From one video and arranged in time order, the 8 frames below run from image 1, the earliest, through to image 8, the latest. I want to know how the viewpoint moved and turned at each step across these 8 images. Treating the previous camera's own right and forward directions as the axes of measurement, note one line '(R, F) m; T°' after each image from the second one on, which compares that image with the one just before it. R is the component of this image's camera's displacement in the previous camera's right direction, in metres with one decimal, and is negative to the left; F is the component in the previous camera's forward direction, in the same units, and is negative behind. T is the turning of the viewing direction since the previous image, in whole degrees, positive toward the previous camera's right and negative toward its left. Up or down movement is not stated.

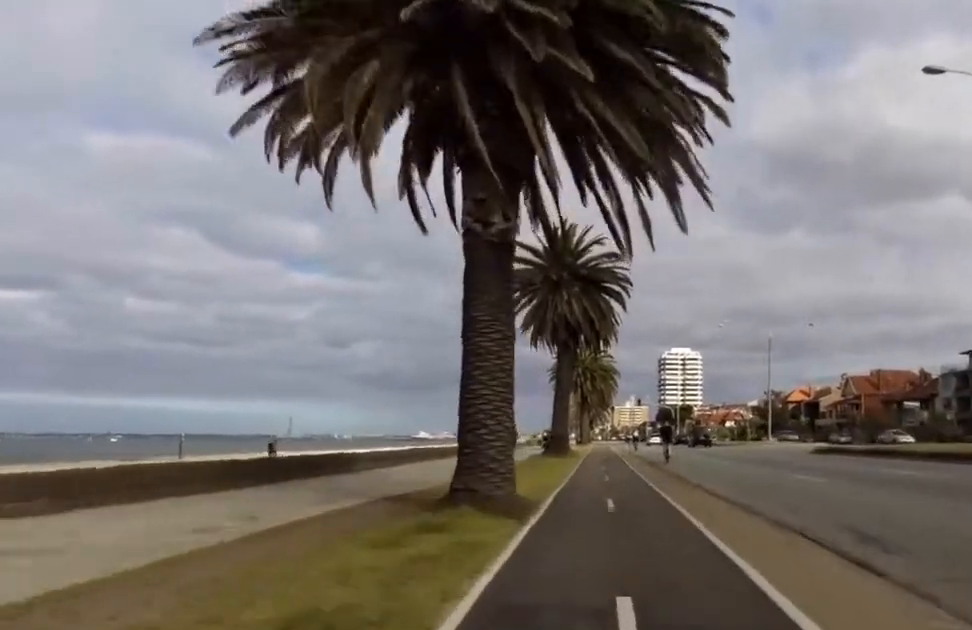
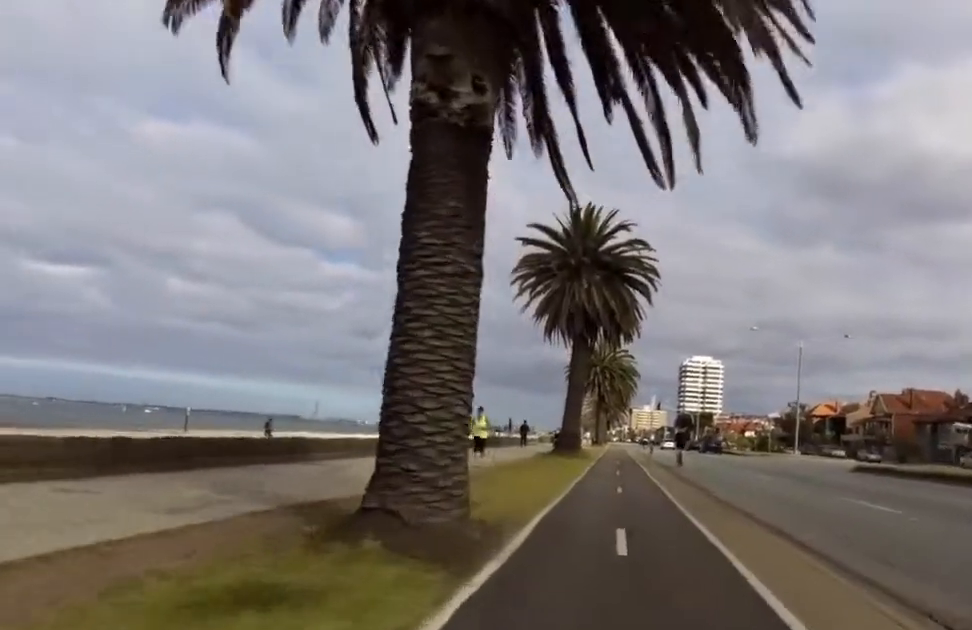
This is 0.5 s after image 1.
(0.0, +4.0) m; -1°
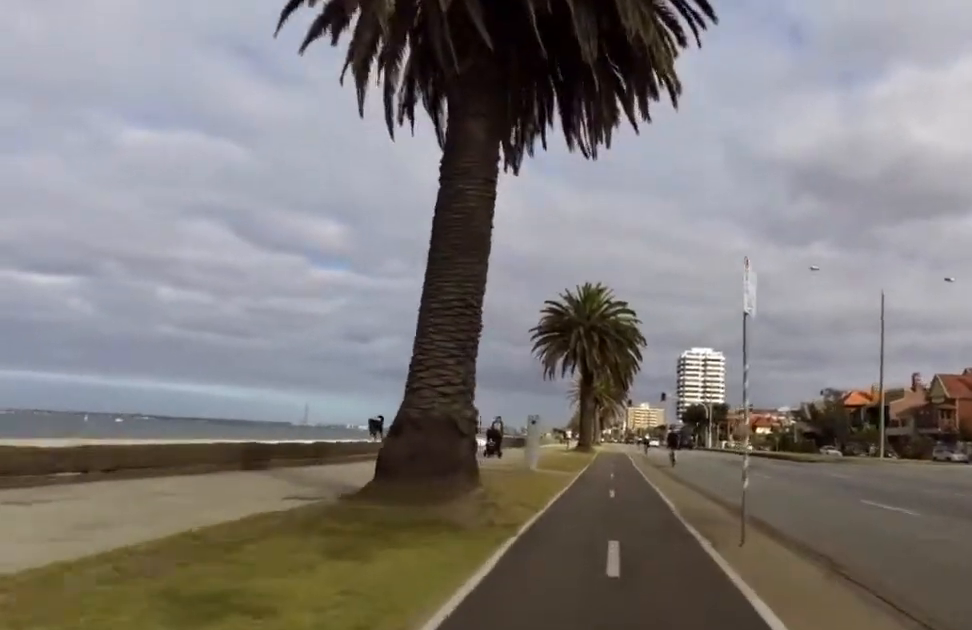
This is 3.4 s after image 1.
(+1.2, +25.8) m; +6°
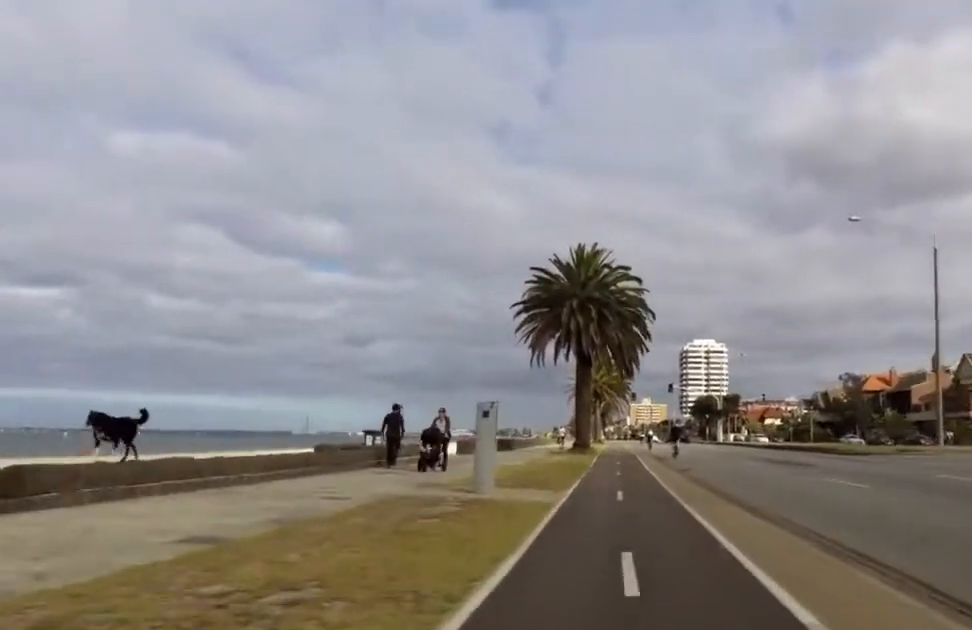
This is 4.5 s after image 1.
(-0.3, +8.9) m; -6°
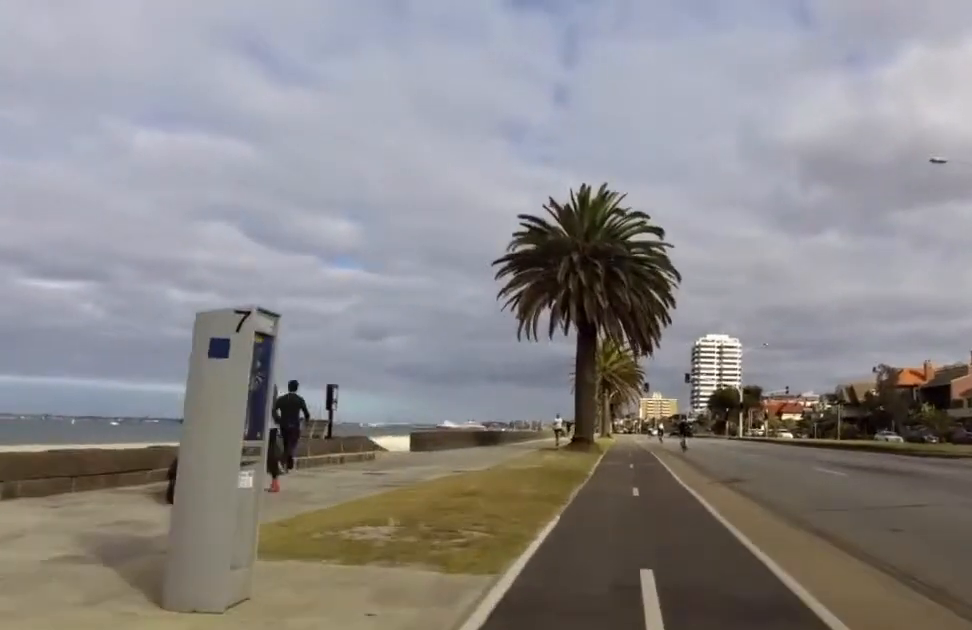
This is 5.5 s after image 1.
(-0.5, +8.9) m; +1°
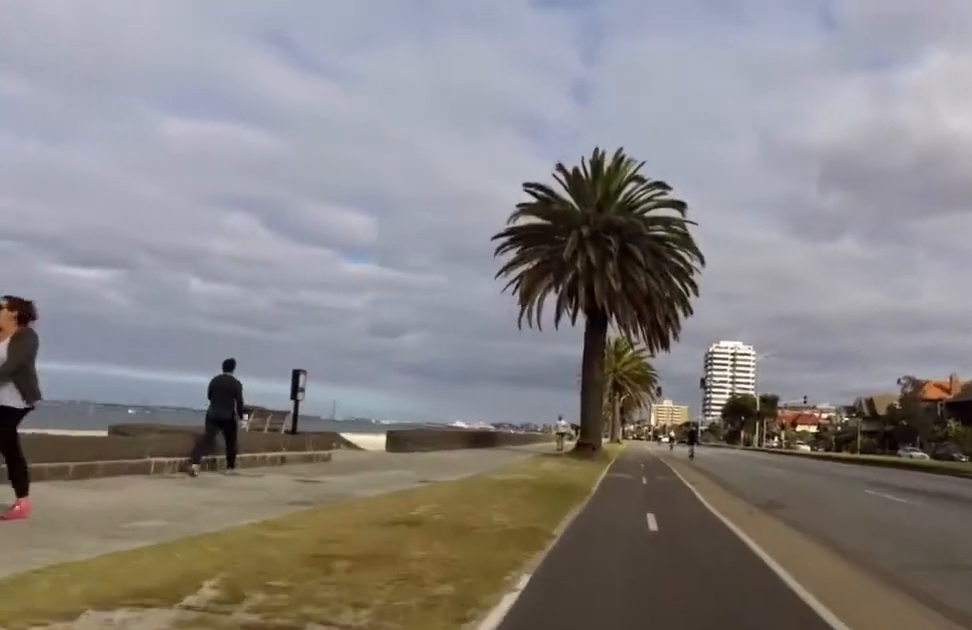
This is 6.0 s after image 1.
(+0.4, +3.6) m; +2°
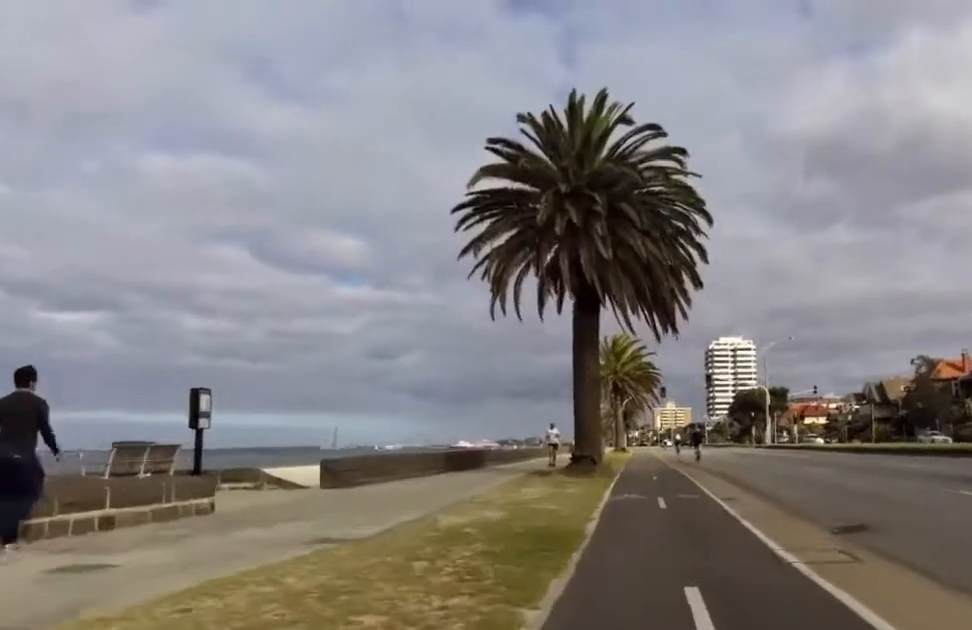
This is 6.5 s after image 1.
(+0.1, +4.6) m; +1°
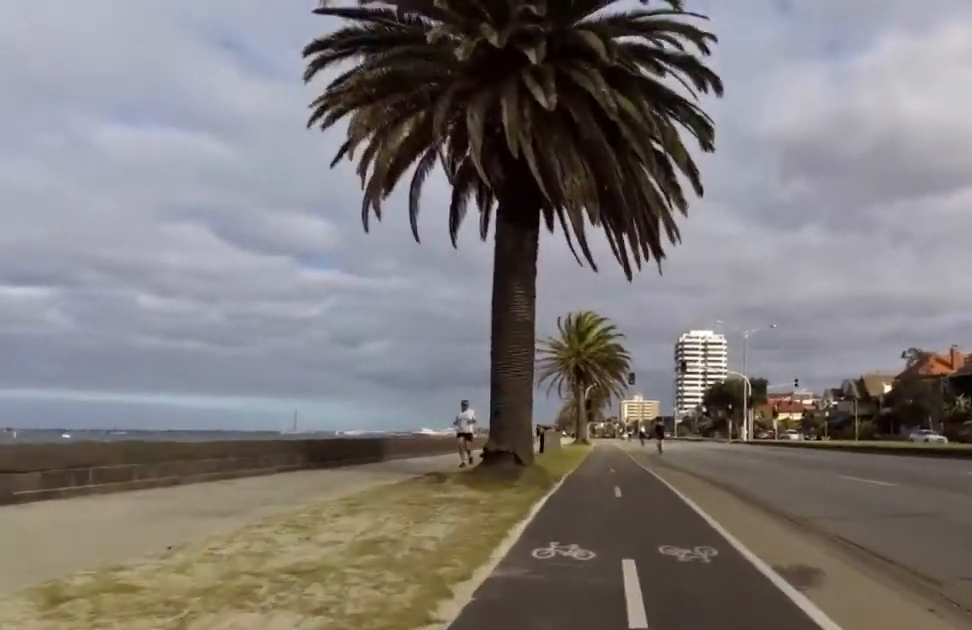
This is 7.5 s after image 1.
(-0.1, +7.8) m; 0°
